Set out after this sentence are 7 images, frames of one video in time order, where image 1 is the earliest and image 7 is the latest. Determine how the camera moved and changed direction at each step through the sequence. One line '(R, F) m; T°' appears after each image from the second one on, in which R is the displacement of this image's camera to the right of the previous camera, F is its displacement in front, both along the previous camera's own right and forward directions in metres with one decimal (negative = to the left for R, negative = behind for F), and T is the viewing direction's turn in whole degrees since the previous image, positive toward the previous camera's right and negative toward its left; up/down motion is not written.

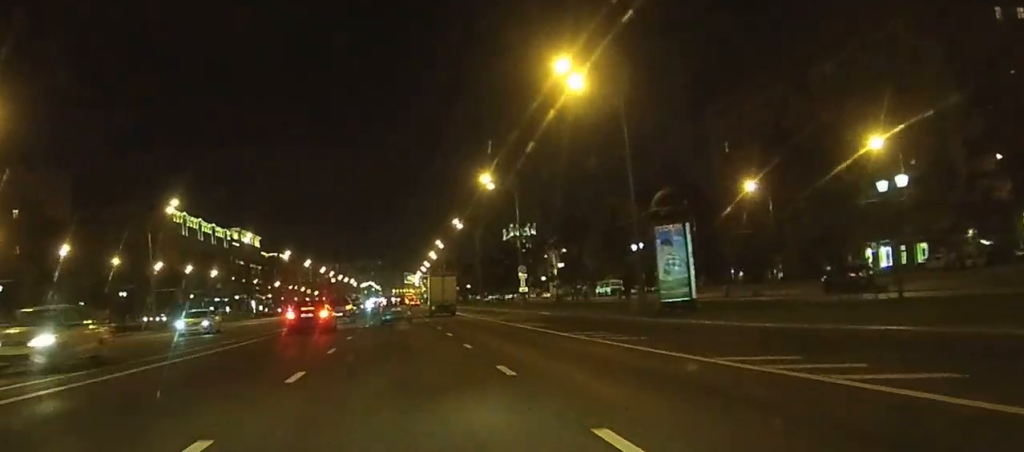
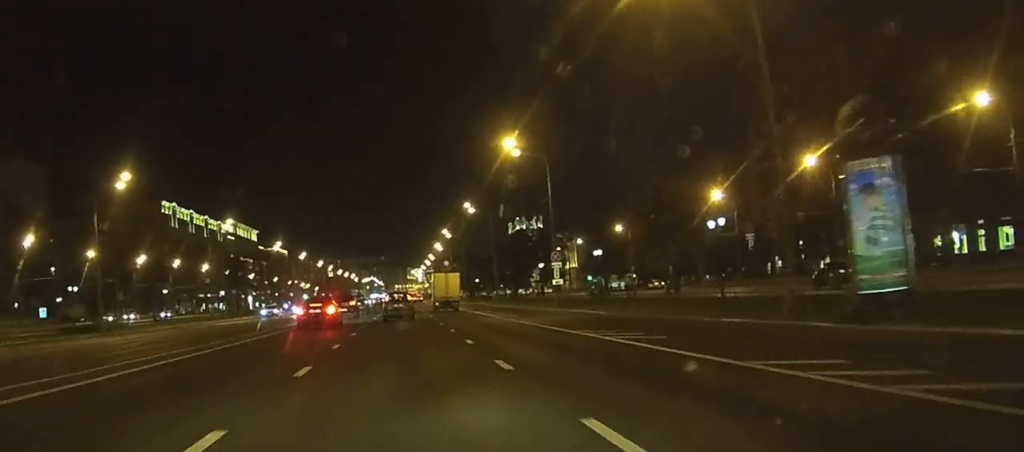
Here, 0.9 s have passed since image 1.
(0.0, +15.1) m; 0°
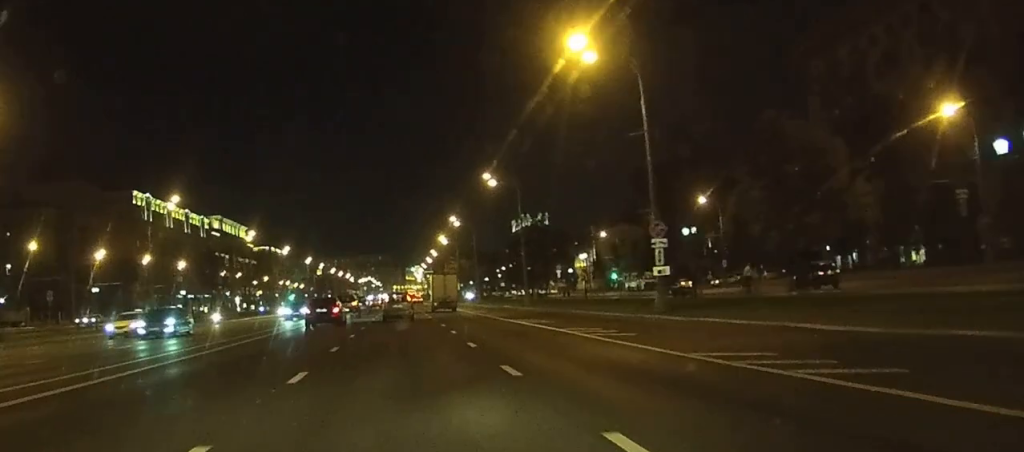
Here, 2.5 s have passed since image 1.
(-0.1, +24.6) m; 0°
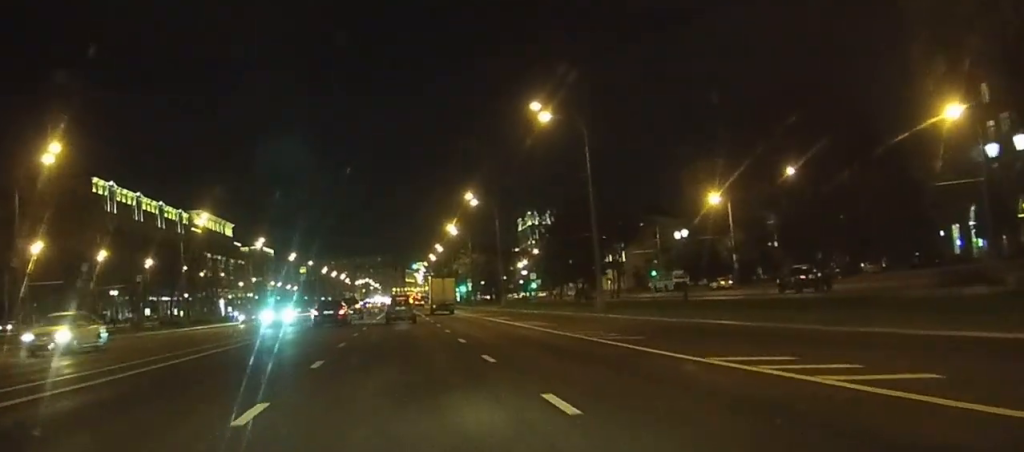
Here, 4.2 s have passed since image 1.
(+0.3, +28.3) m; +1°
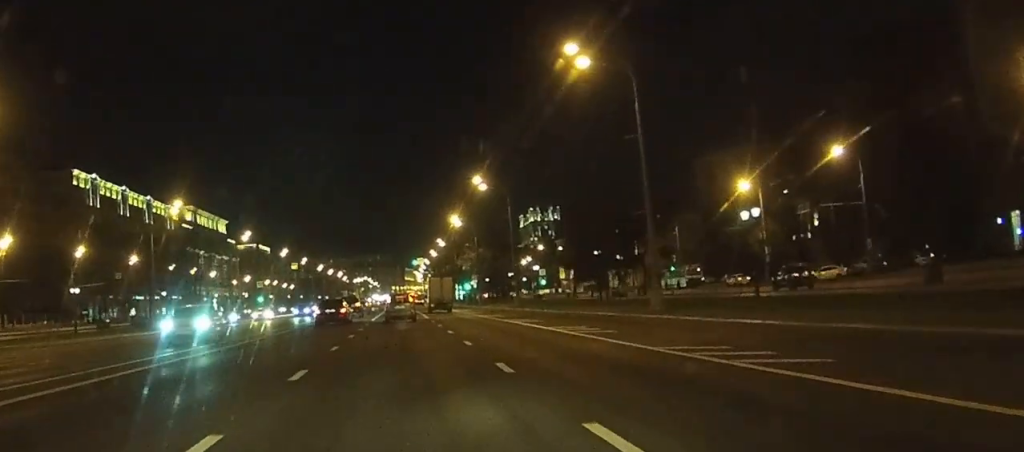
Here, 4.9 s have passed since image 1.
(0.0, +10.7) m; 0°
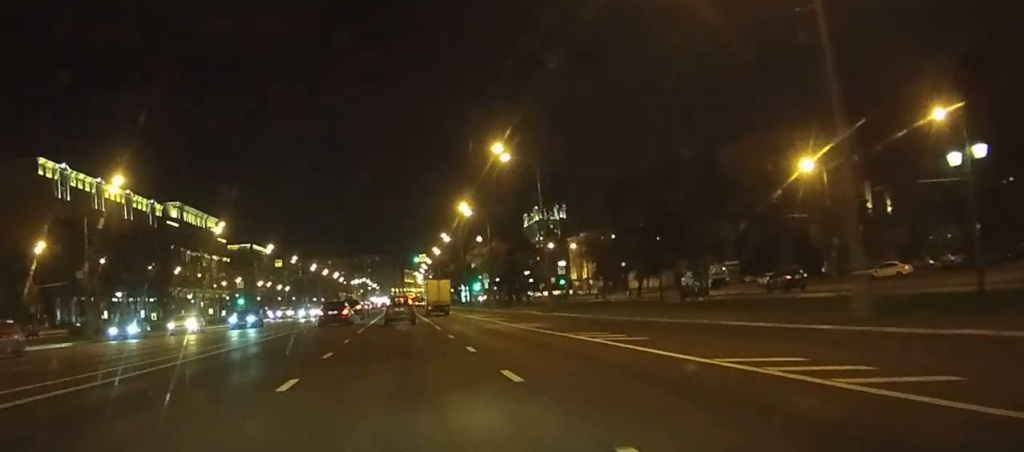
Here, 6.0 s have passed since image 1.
(0.0, +17.2) m; 0°
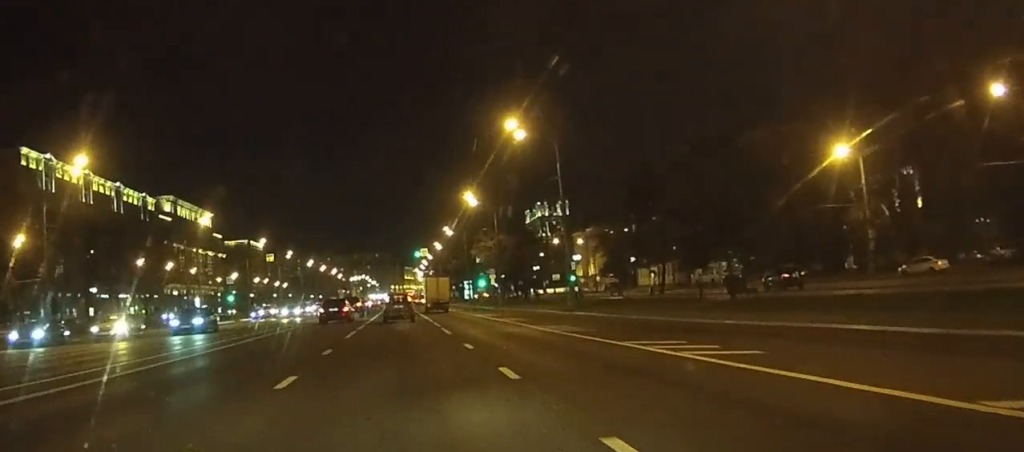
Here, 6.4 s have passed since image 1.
(0.0, +7.6) m; 0°
